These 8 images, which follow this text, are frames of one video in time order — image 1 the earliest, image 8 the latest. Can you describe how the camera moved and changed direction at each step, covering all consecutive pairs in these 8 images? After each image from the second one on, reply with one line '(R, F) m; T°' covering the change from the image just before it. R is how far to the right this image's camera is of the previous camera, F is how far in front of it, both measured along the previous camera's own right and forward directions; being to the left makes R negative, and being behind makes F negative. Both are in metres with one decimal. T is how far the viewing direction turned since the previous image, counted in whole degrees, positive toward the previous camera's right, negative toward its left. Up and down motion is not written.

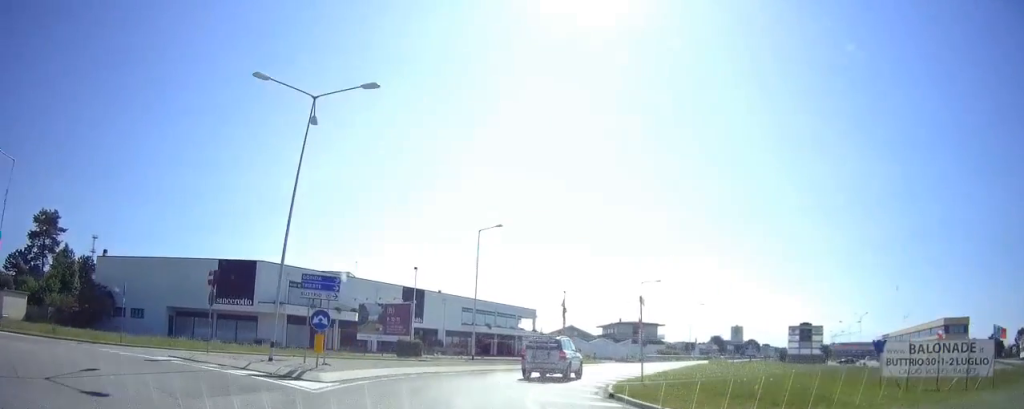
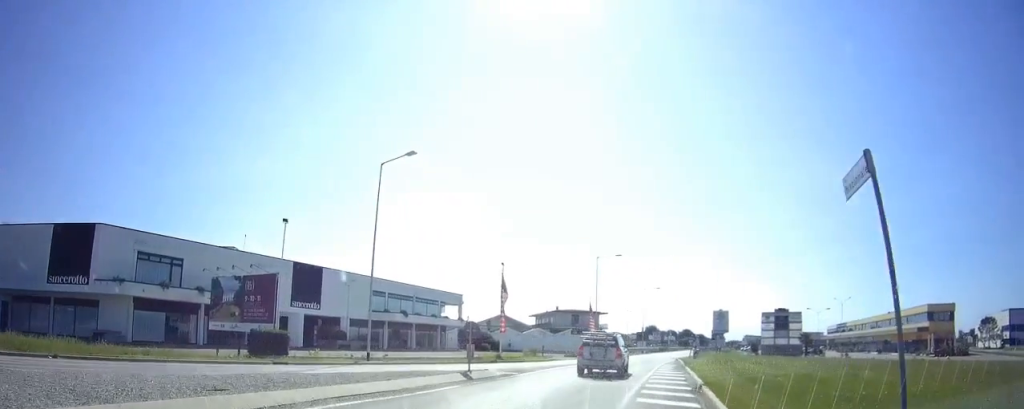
(0.0, +14.3) m; +8°
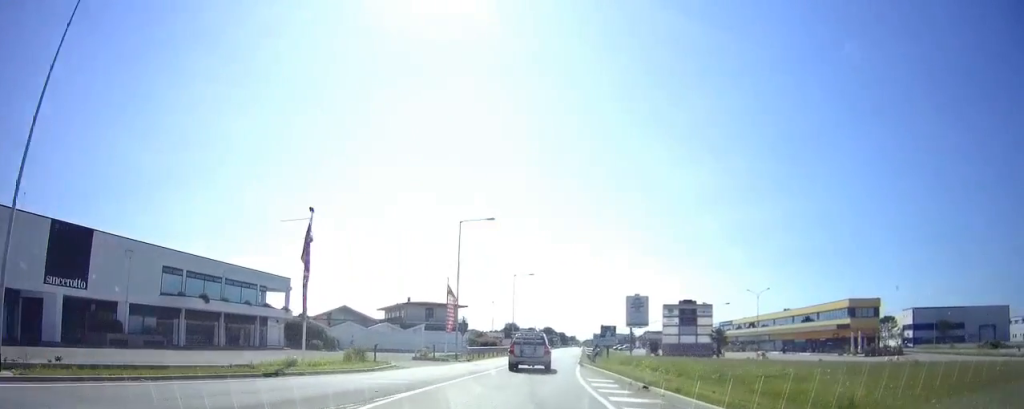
(+2.2, +16.3) m; +9°
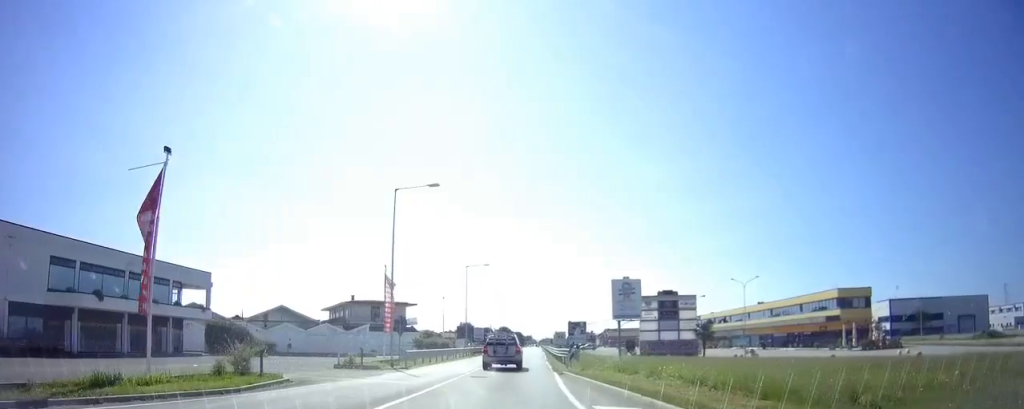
(0.0, +8.9) m; +1°
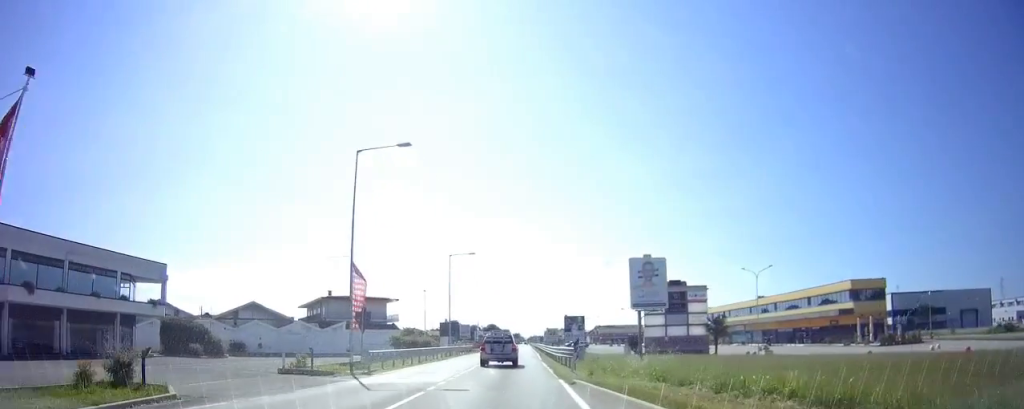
(+0.1, +6.6) m; +1°
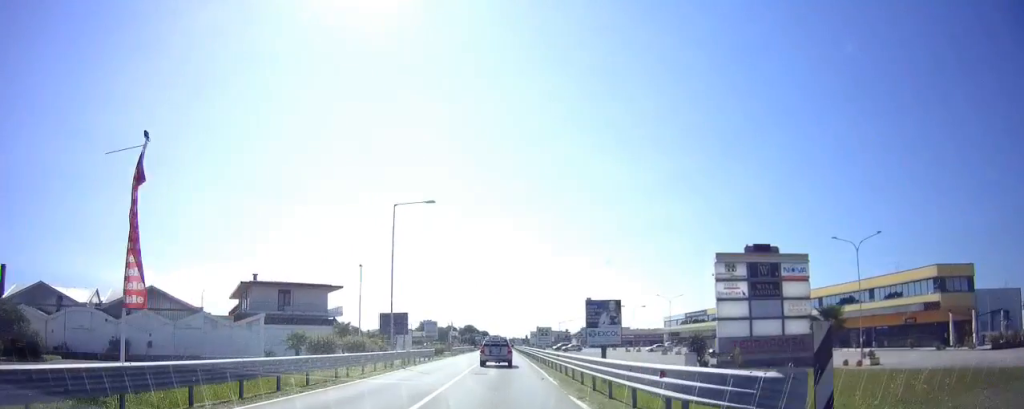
(+0.5, +21.5) m; +2°
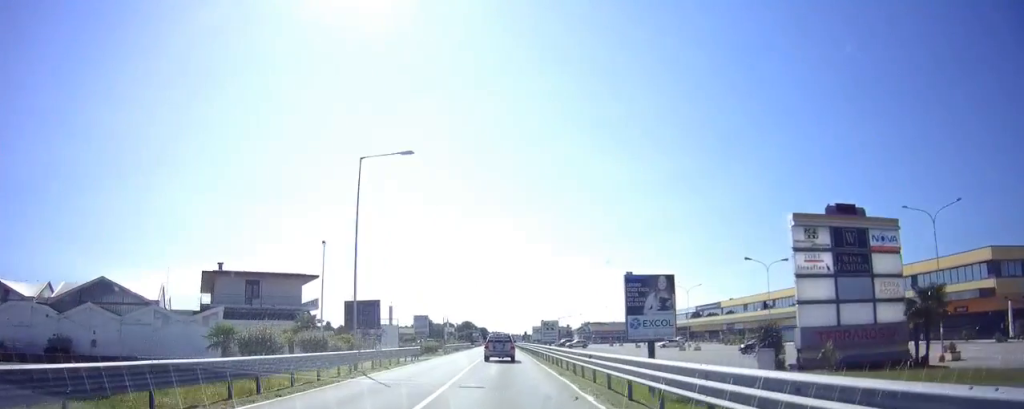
(0.0, +8.8) m; +1°
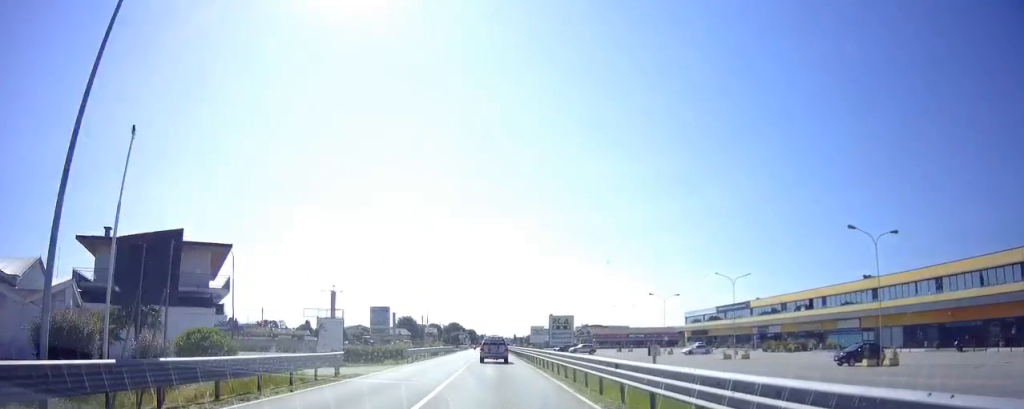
(+0.3, +18.0) m; +1°
